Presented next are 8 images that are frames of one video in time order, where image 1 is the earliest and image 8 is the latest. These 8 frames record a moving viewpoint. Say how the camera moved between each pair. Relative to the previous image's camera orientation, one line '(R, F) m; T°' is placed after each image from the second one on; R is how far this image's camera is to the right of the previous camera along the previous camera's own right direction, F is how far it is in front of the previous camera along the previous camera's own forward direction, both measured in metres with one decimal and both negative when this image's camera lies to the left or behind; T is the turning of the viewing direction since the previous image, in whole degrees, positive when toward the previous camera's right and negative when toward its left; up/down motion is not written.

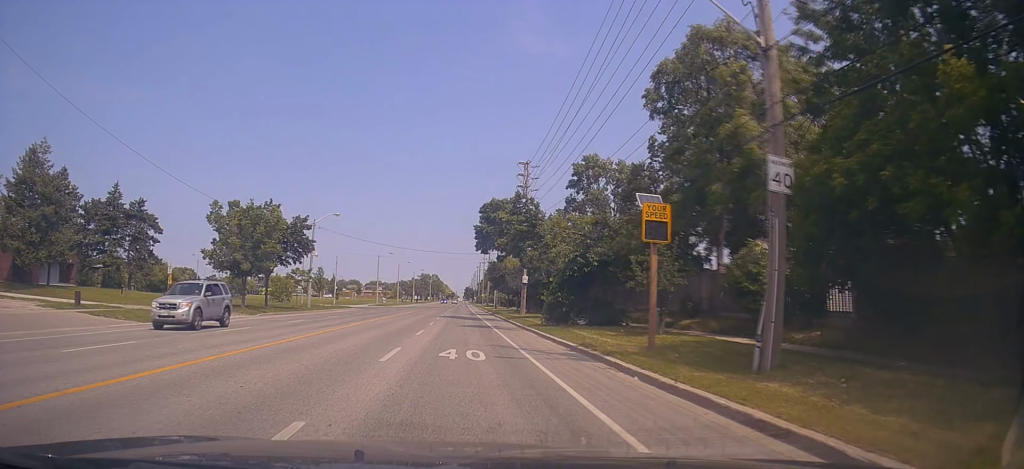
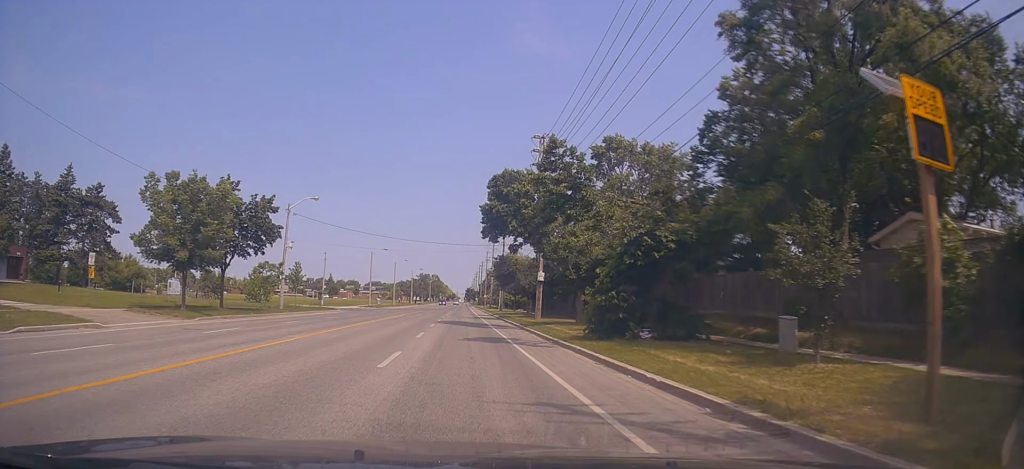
(-0.5, +9.4) m; -4°
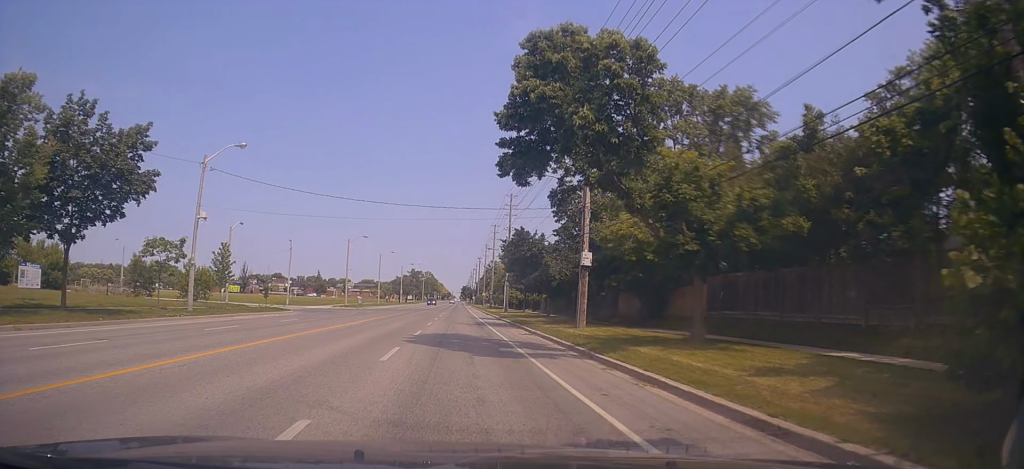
(+0.8, +16.6) m; +4°
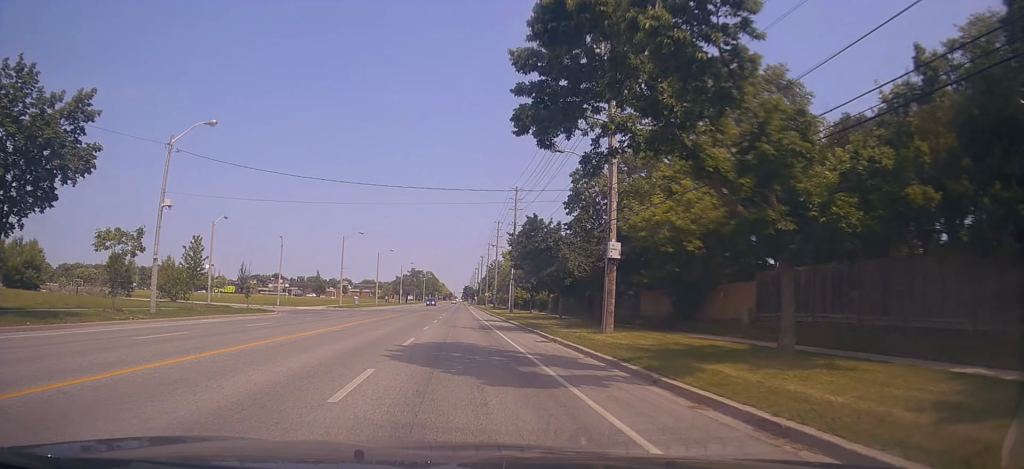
(0.0, +4.8) m; -1°
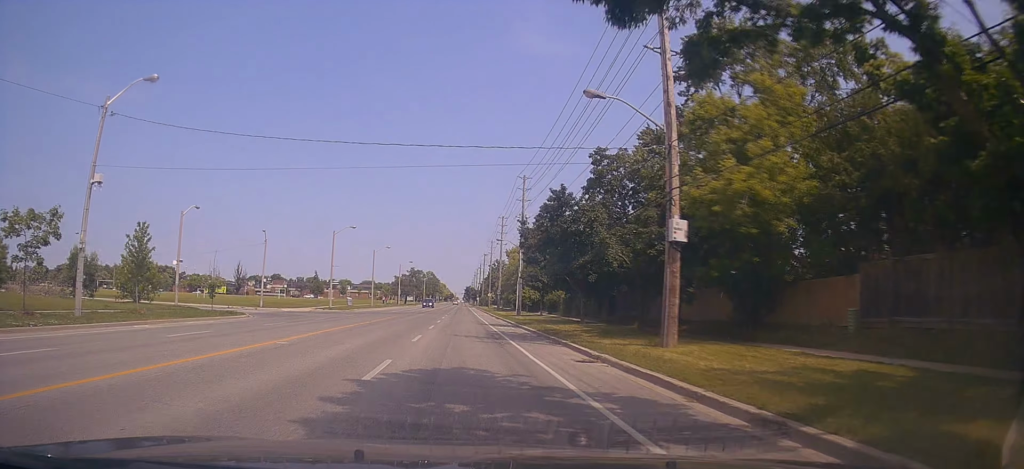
(-0.2, +6.4) m; -3°
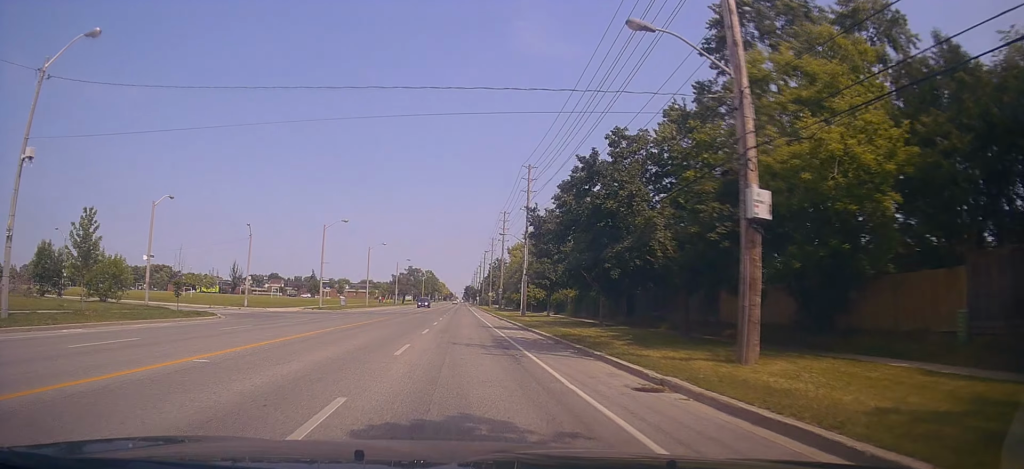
(-0.1, +4.9) m; 0°
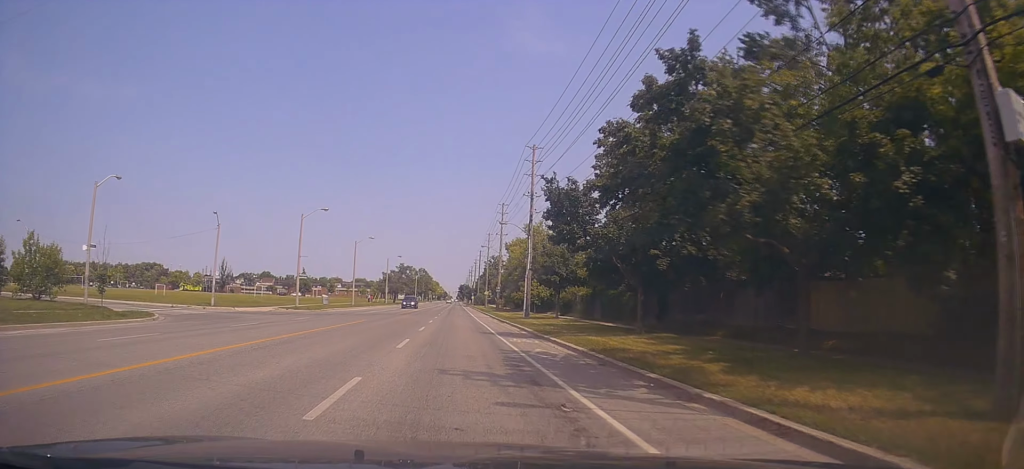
(-0.1, +6.9) m; 0°
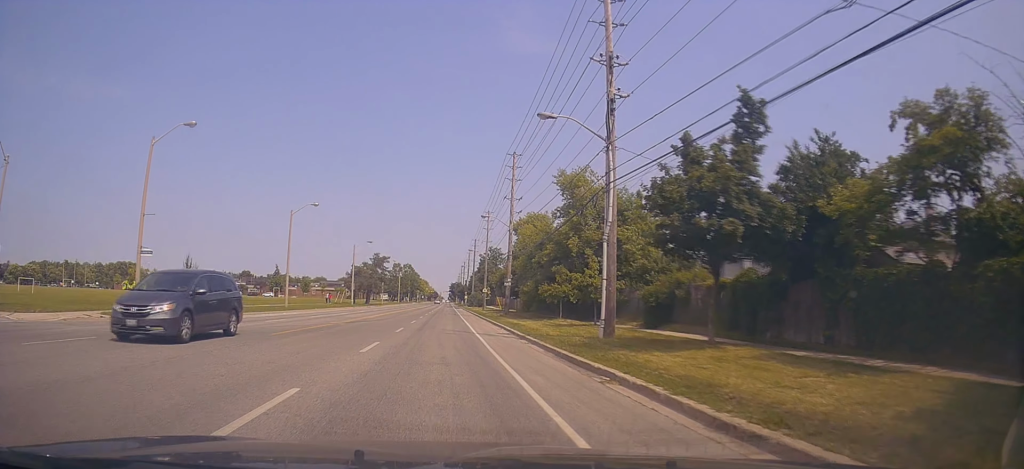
(+1.6, +27.8) m; +4°
